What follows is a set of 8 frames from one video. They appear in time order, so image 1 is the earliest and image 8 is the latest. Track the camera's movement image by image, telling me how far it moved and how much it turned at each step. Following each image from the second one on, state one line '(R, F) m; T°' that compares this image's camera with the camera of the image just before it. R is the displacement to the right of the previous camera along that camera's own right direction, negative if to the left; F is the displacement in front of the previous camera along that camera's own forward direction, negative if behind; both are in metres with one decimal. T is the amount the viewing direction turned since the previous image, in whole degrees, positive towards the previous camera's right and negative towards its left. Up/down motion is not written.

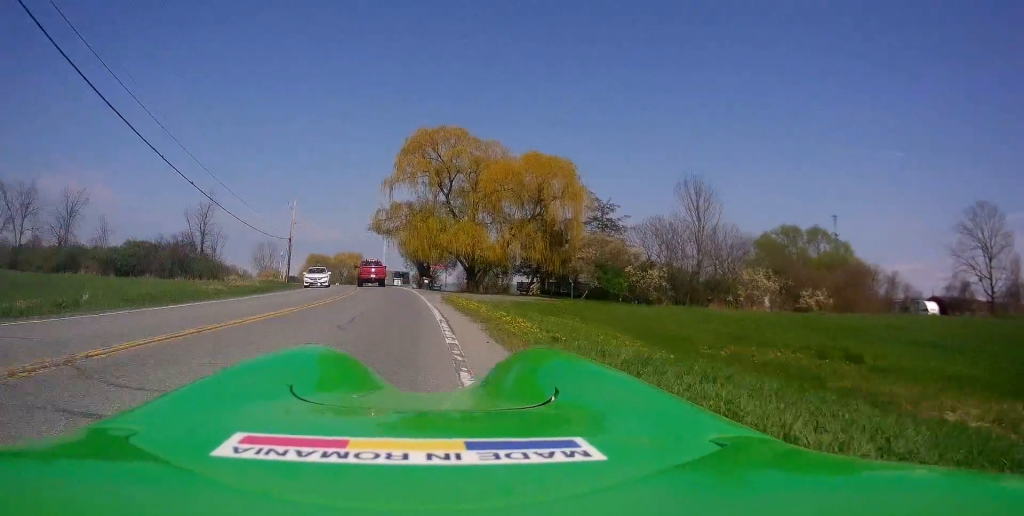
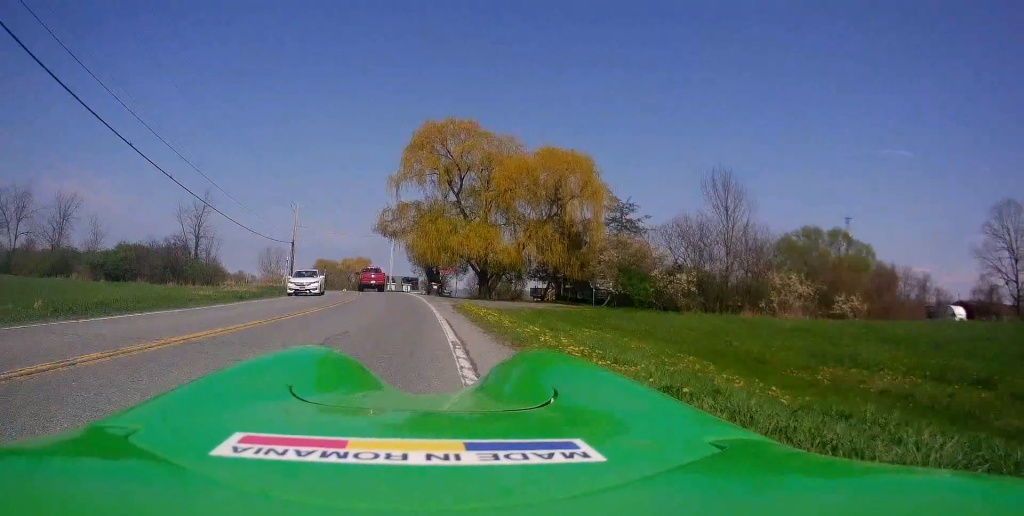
(-0.1, +3.7) m; -1°
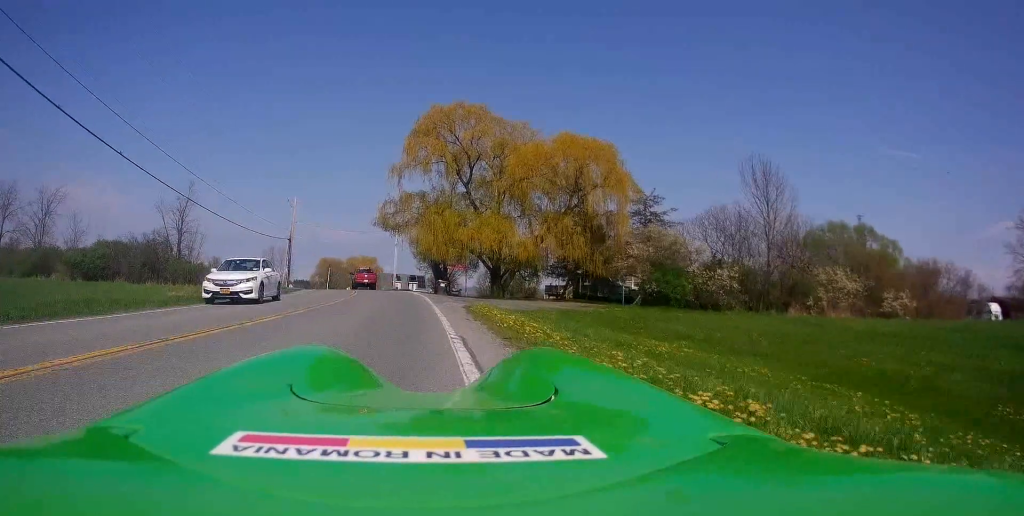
(-0.7, +5.1) m; -1°
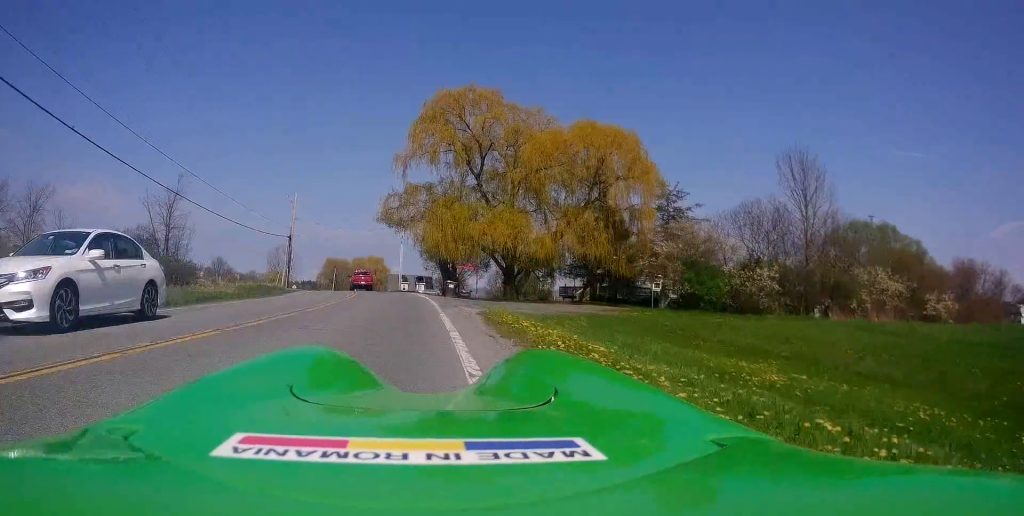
(+0.2, +3.7) m; +1°
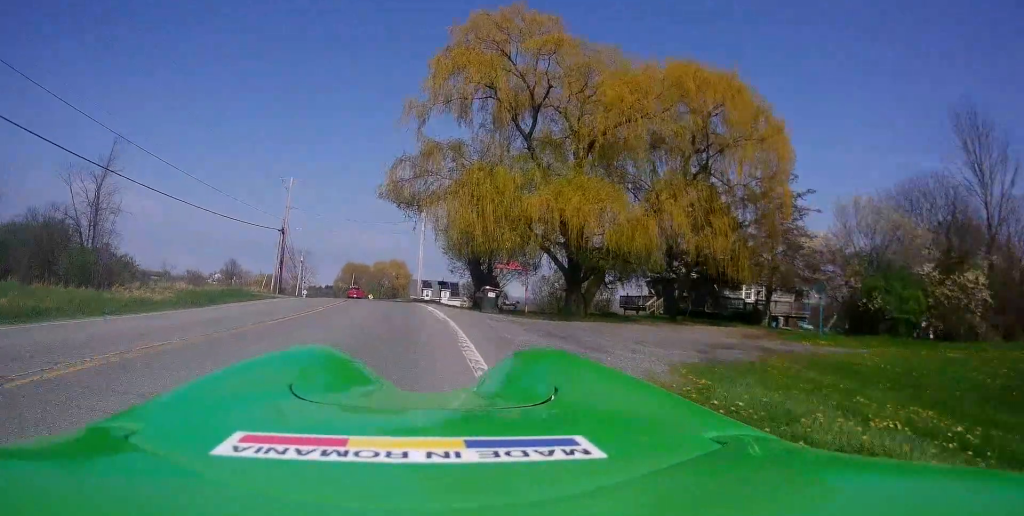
(+0.3, +13.8) m; -5°
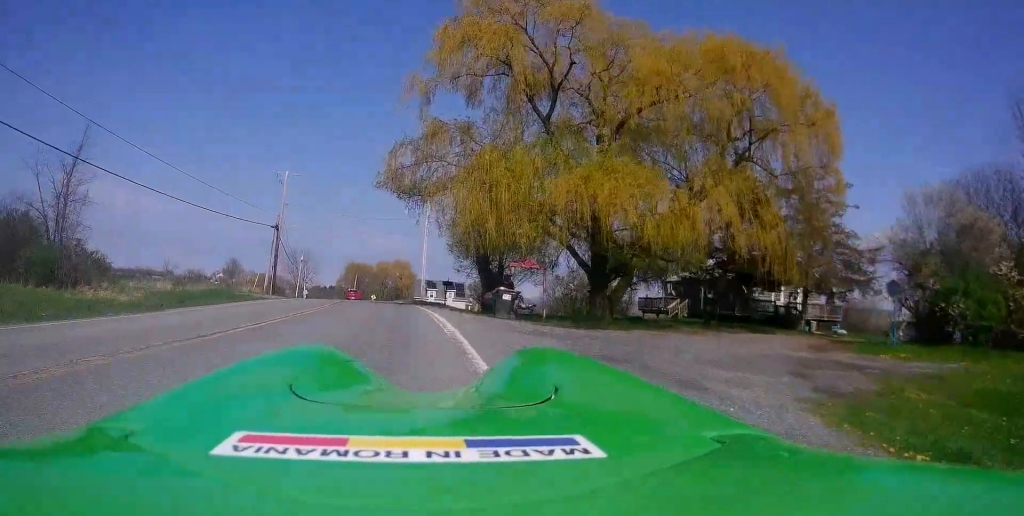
(-0.2, +3.7) m; -2°
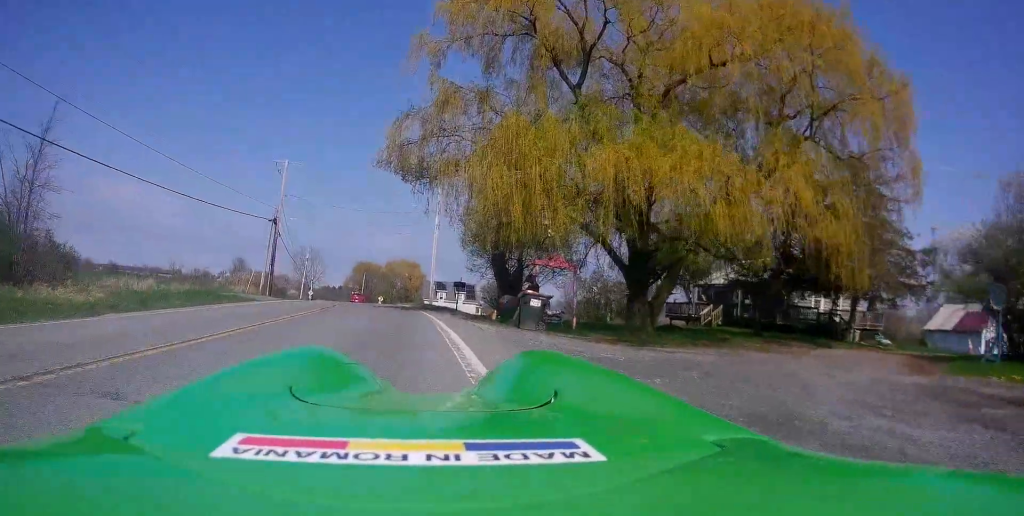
(-0.1, +4.0) m; -2°
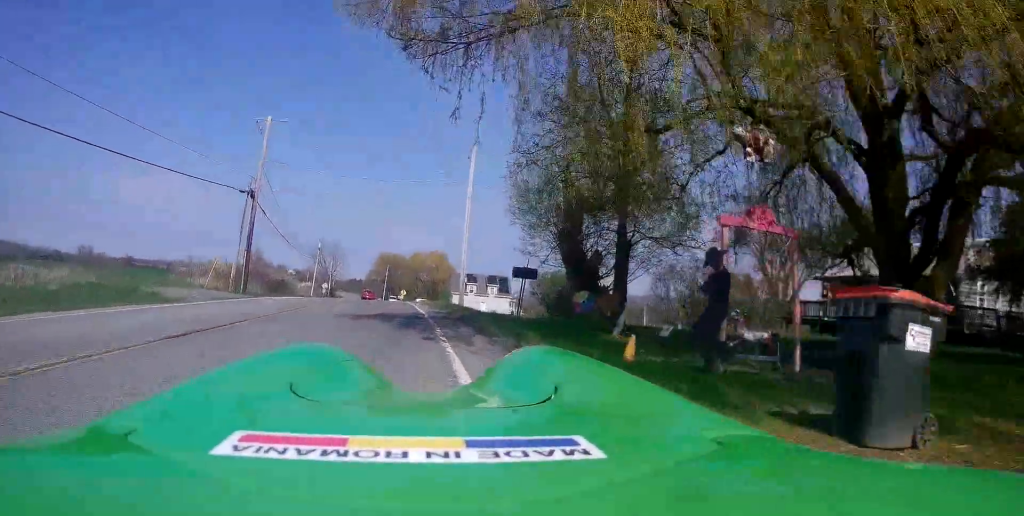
(+0.2, +12.6) m; +2°
